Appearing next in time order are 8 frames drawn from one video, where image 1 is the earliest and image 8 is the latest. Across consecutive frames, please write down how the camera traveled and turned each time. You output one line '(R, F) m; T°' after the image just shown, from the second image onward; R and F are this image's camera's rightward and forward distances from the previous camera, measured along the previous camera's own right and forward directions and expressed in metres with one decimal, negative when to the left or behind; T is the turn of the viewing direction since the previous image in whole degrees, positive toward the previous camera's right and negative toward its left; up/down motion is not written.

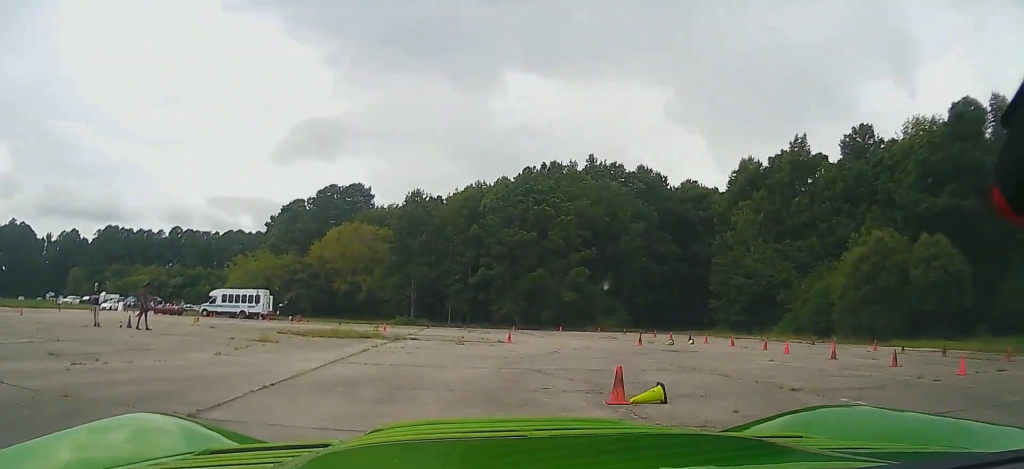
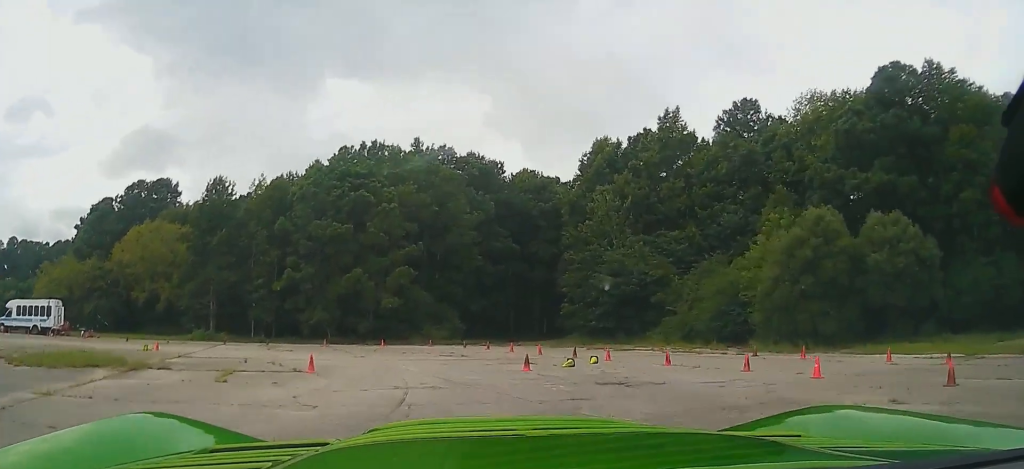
(-1.0, +12.4) m; -1°
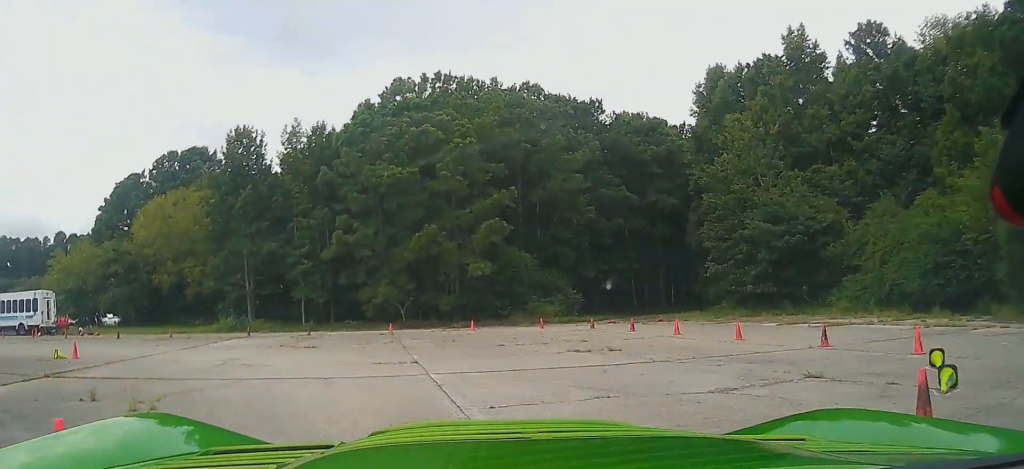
(+1.7, +12.9) m; -9°
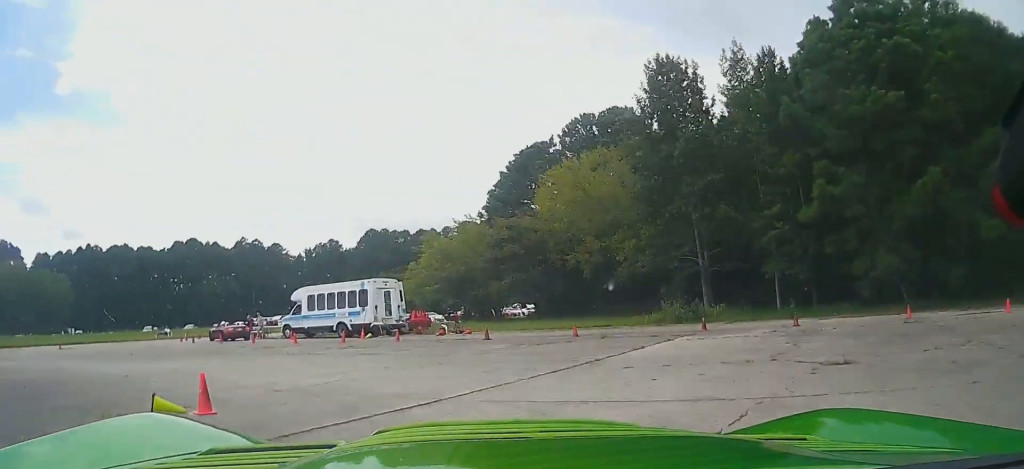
(-3.4, +11.2) m; -30°
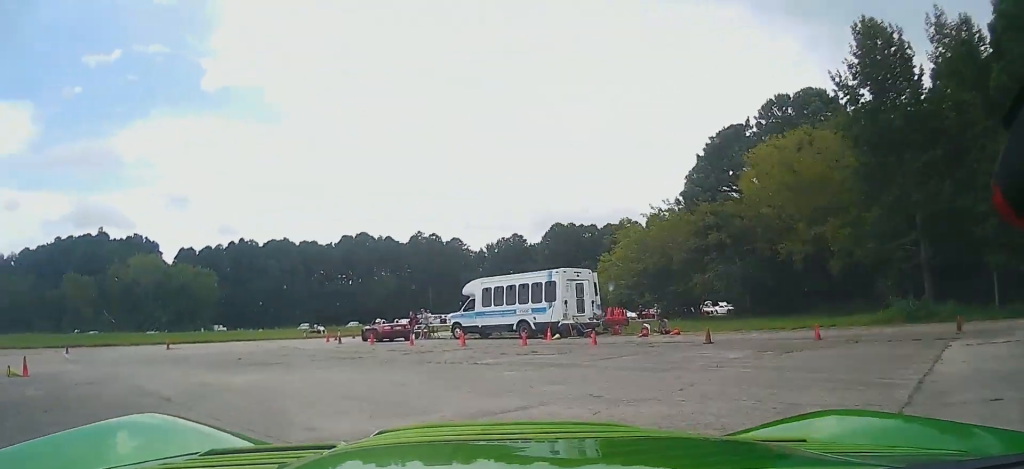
(-0.6, +5.3) m; -17°
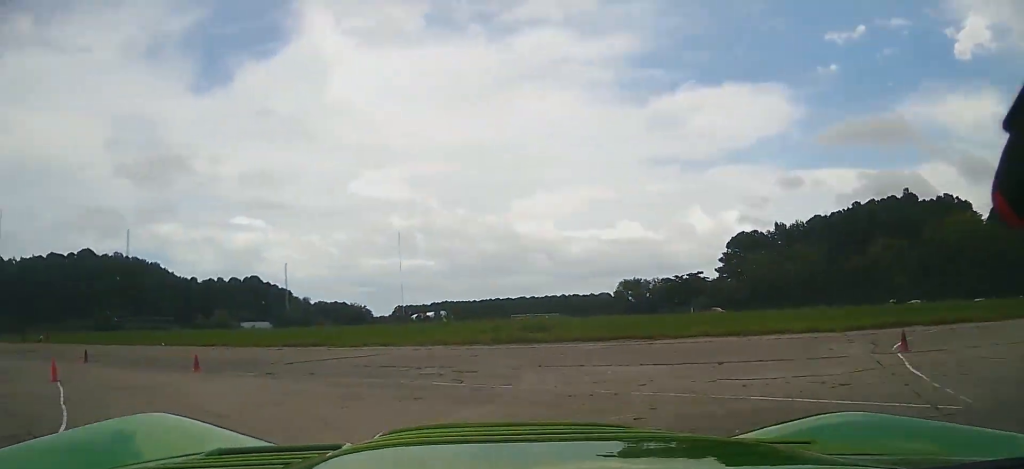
(-10.1, +14.3) m; -69°
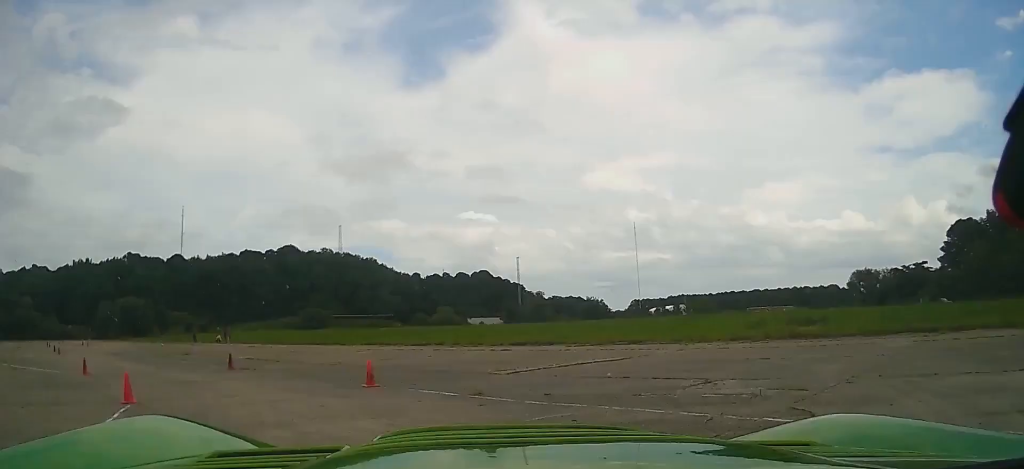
(-1.0, +5.0) m; -19°
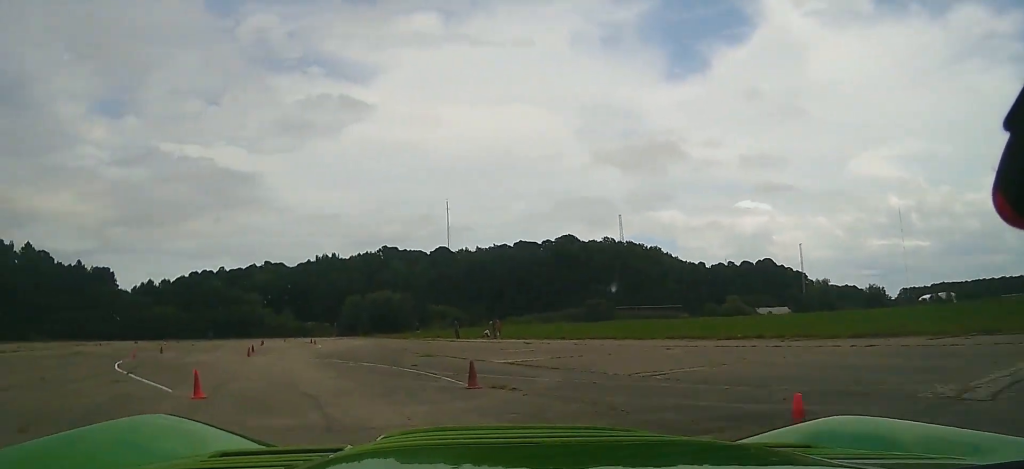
(-0.5, +6.8) m; -24°
